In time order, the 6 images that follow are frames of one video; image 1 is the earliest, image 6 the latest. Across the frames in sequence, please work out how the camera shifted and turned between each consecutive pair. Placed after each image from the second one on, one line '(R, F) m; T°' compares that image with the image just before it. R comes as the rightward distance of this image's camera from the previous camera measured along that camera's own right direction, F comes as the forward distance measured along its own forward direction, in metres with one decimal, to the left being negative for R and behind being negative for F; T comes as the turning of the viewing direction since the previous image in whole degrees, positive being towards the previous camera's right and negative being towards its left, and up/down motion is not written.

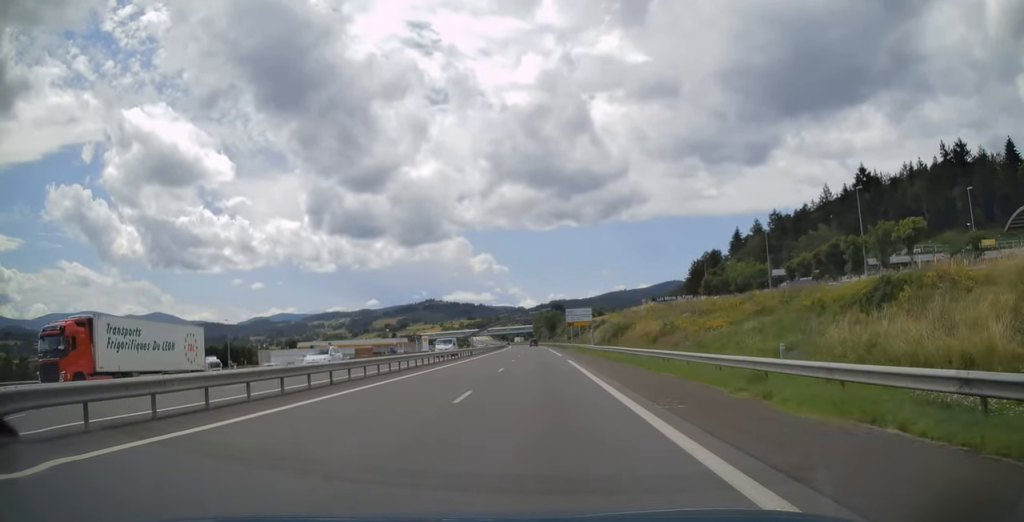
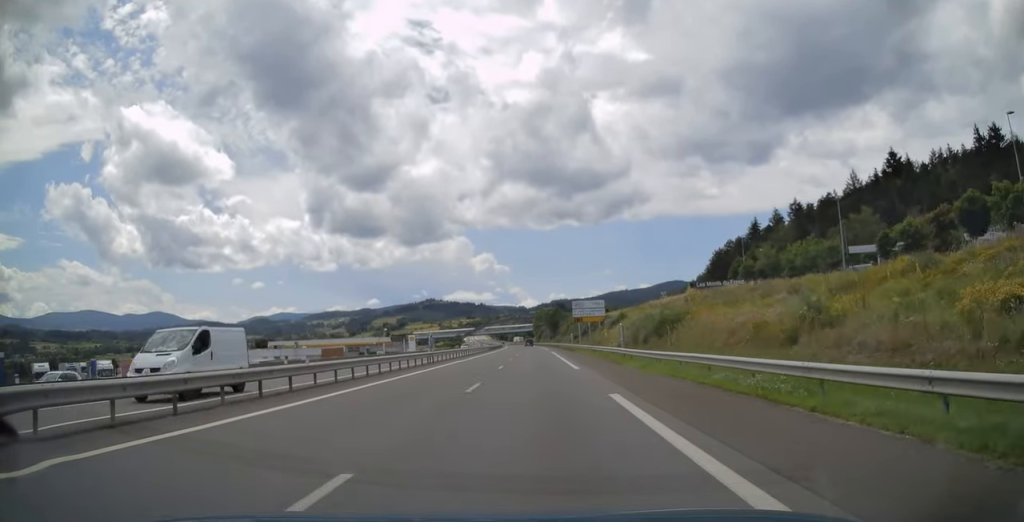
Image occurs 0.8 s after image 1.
(-0.1, +24.3) m; 0°
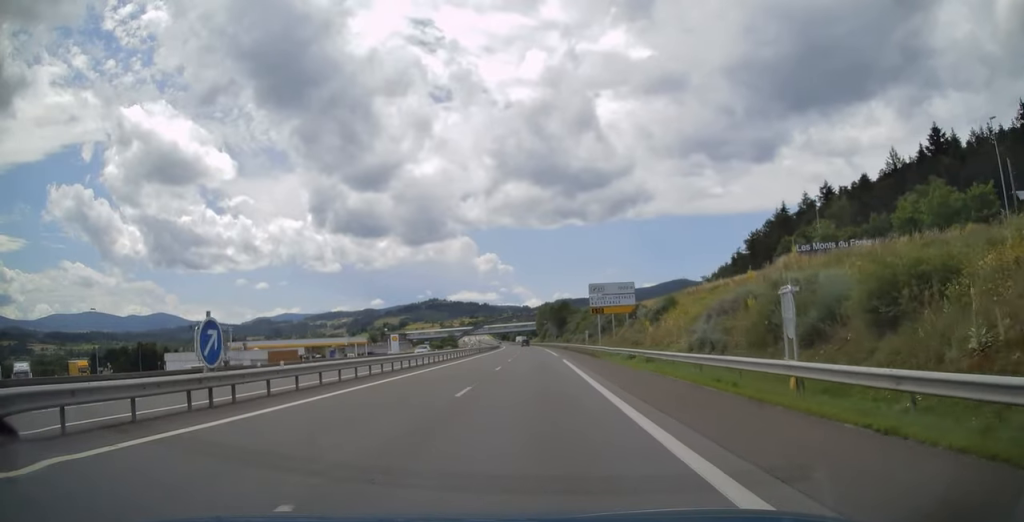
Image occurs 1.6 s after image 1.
(-0.1, +27.2) m; 0°
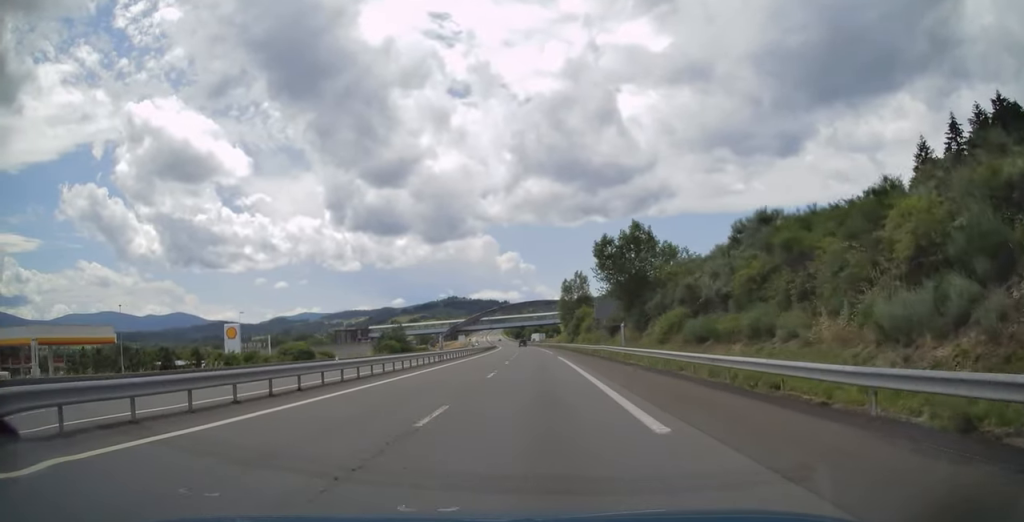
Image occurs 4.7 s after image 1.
(-1.6, +92.9) m; -2°
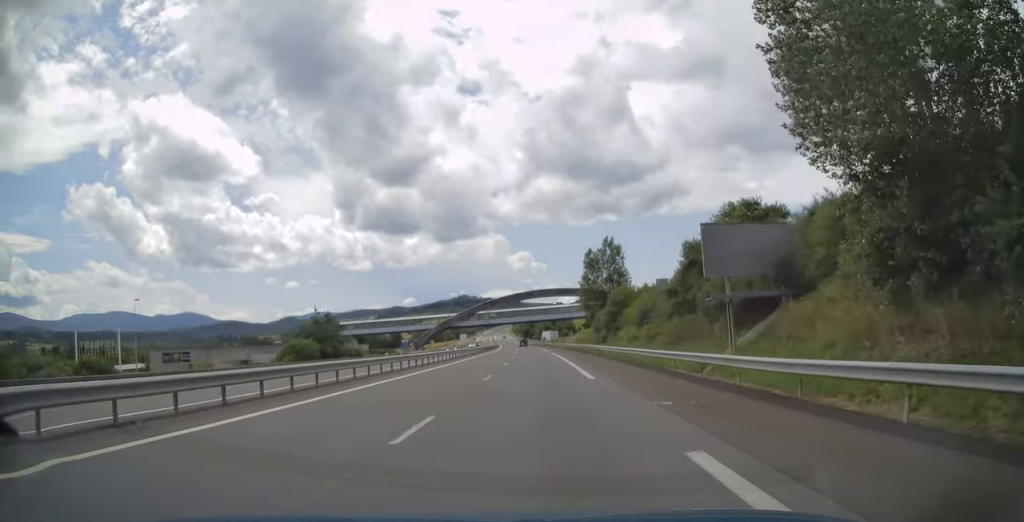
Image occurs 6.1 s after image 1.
(-0.2, +45.1) m; -1°
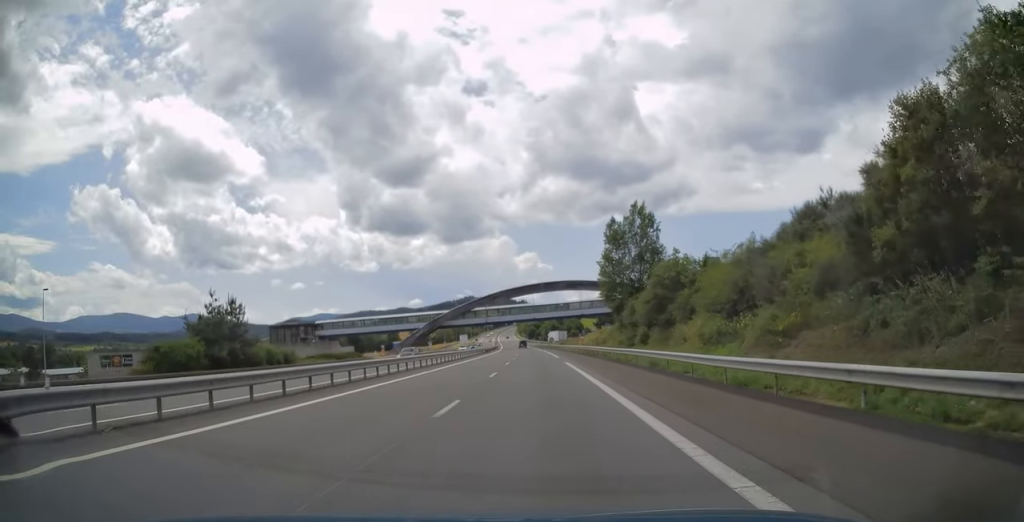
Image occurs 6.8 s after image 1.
(-0.1, +24.3) m; -1°
